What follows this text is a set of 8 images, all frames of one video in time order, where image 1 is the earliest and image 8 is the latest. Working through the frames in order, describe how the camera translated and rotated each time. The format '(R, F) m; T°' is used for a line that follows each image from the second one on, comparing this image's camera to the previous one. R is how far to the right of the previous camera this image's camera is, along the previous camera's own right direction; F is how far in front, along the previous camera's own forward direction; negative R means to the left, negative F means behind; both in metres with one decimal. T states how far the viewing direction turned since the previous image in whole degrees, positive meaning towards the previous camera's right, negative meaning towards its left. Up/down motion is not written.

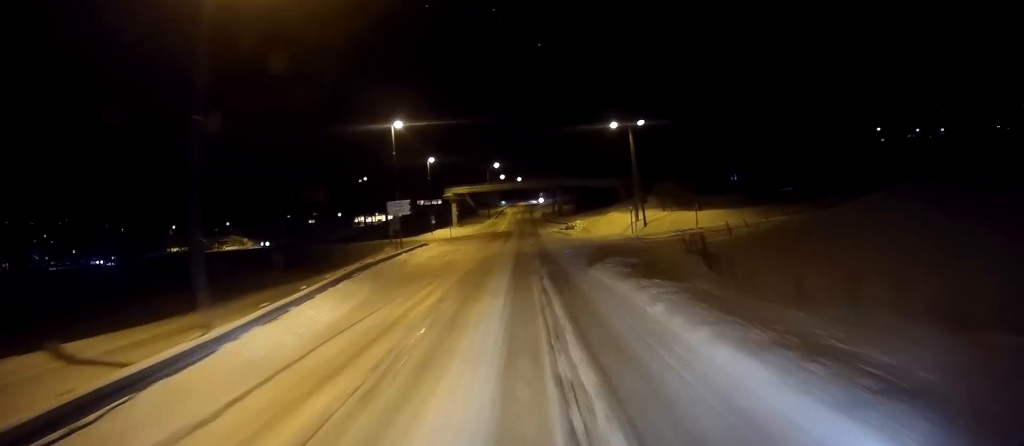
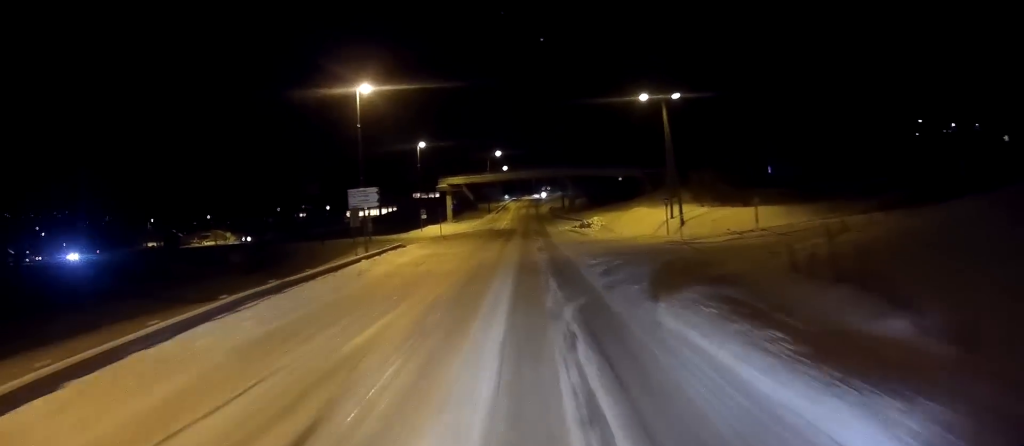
(0.0, +11.5) m; 0°
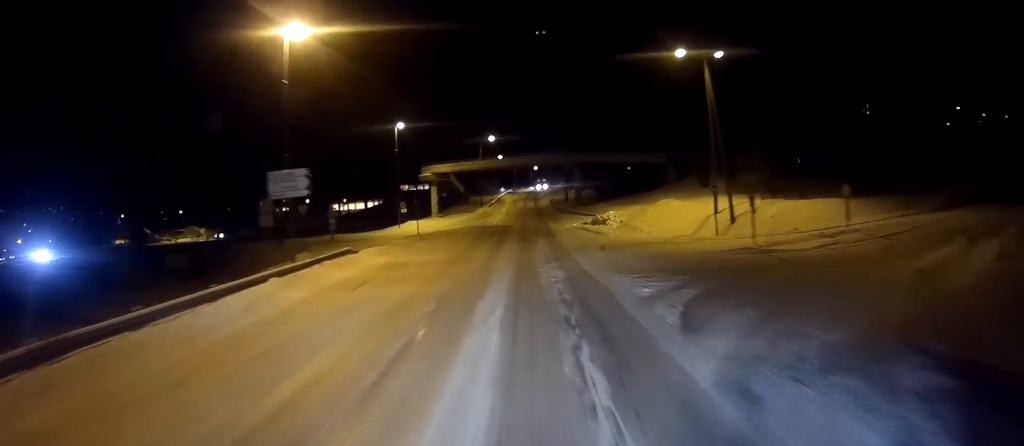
(+0.1, +11.1) m; 0°
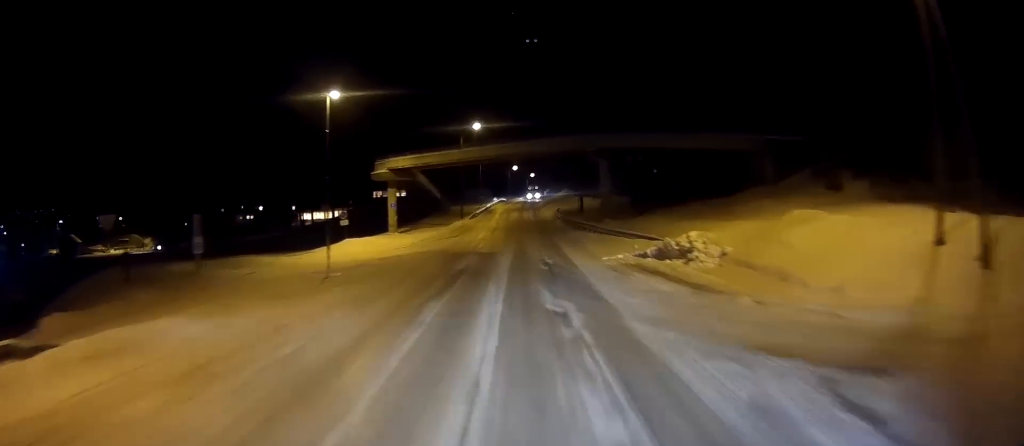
(+0.2, +21.1) m; +1°
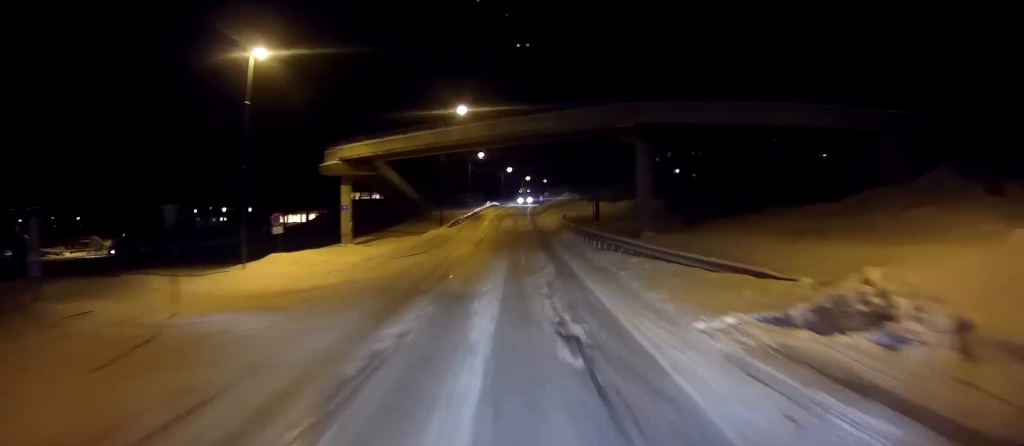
(+0.1, +11.9) m; 0°
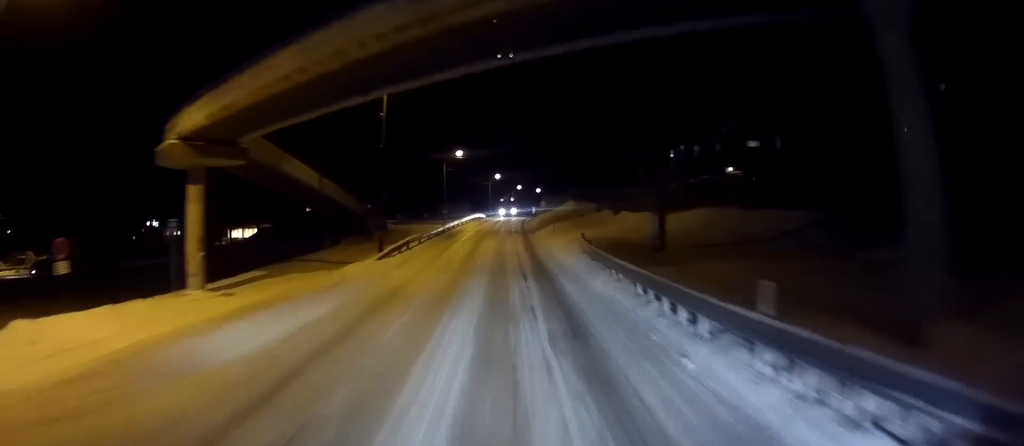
(0.0, +17.0) m; 0°
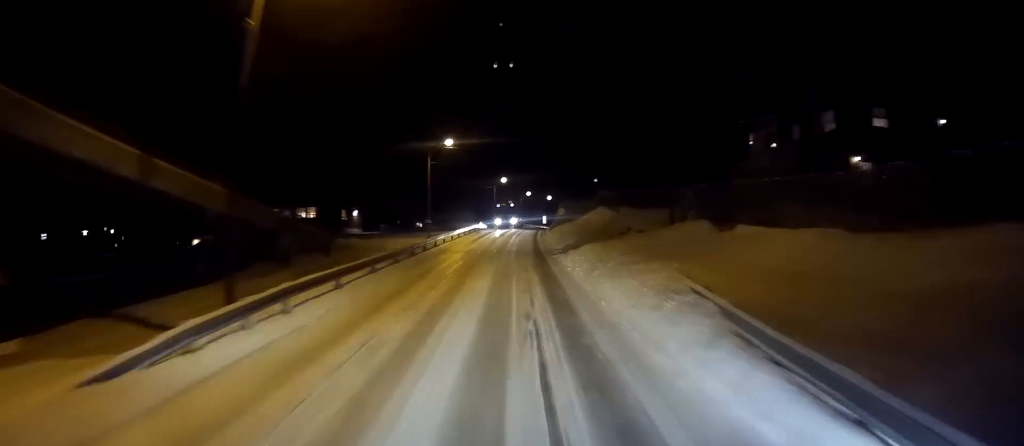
(0.0, +16.4) m; 0°
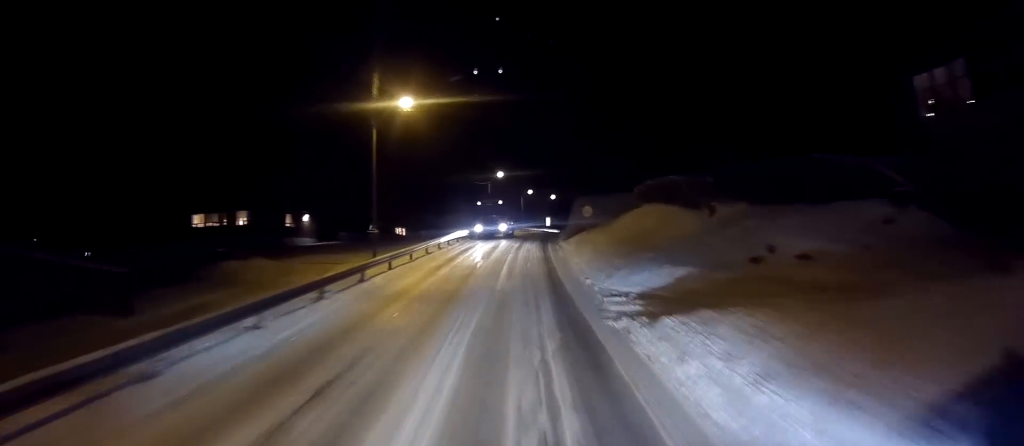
(0.0, +17.2) m; 0°
